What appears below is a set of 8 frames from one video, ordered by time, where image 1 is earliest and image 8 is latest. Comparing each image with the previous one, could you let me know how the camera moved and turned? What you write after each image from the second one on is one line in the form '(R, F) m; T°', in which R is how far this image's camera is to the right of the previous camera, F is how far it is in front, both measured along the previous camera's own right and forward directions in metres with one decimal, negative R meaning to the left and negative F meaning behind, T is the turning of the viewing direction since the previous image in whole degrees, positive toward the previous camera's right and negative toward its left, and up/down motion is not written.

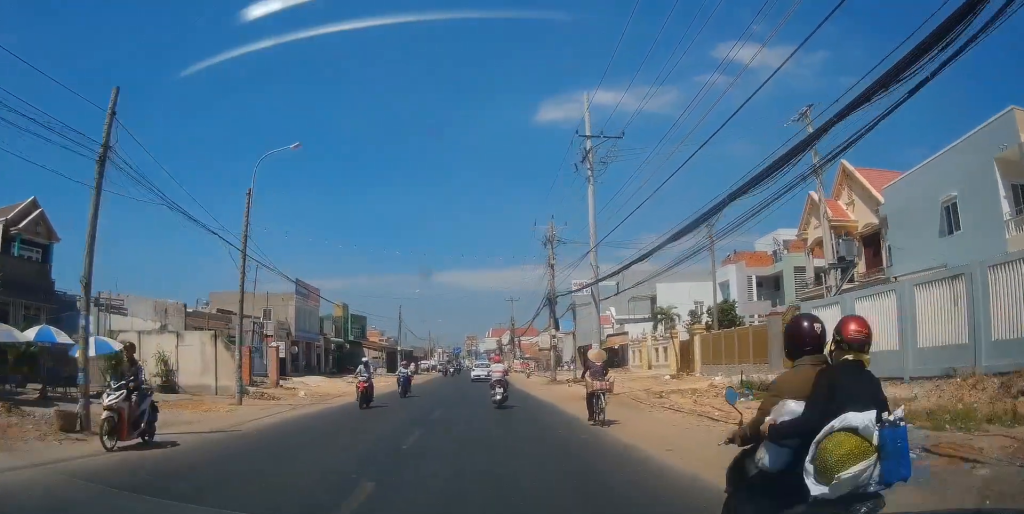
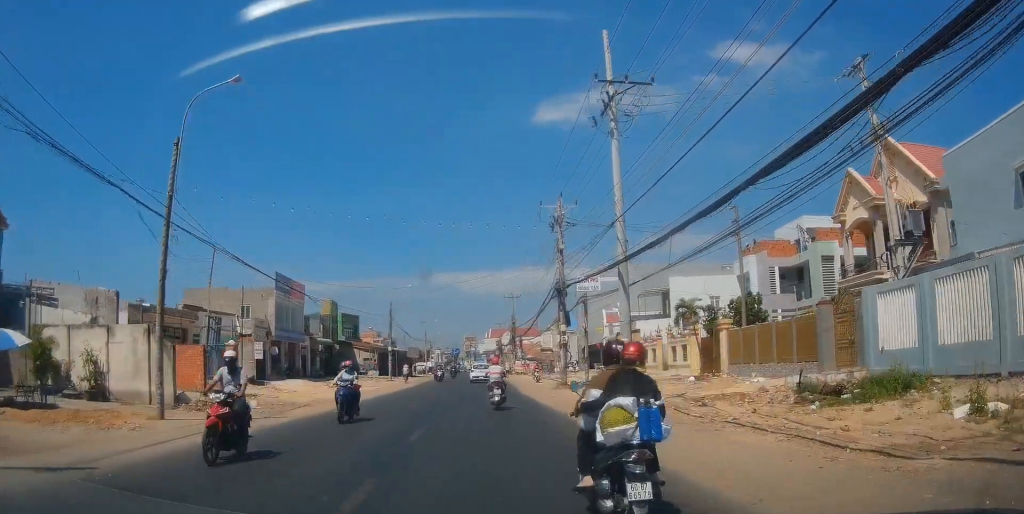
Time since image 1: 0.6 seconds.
(-0.1, +5.6) m; 0°
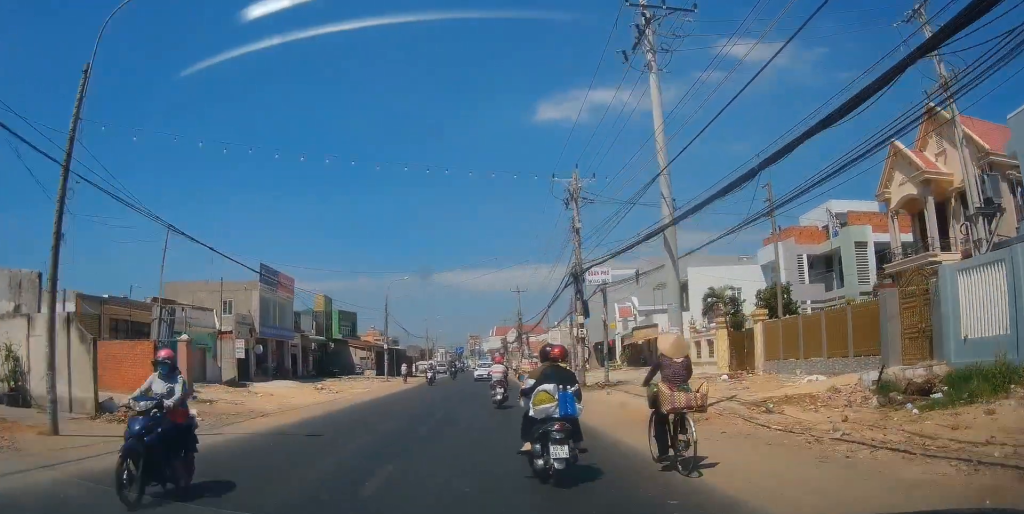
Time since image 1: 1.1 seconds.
(0.0, +4.9) m; 0°
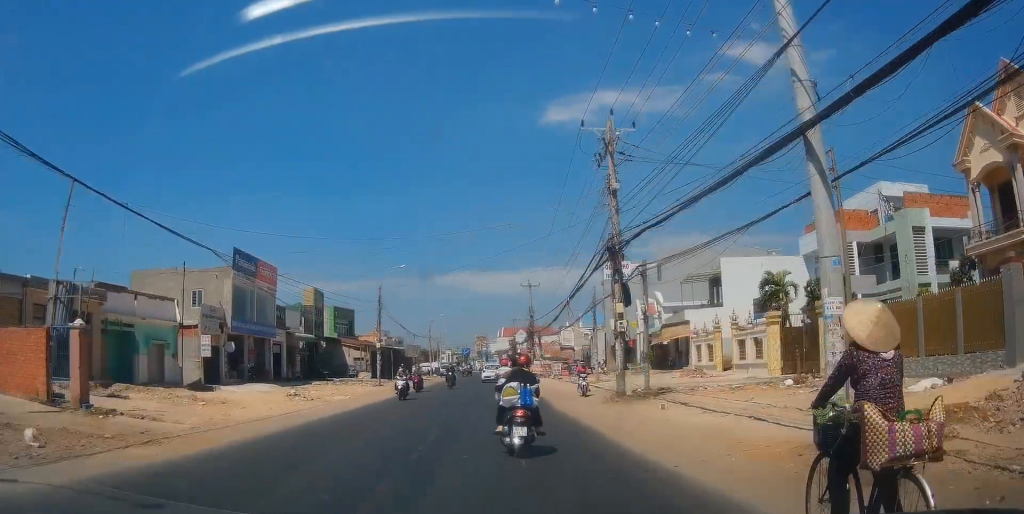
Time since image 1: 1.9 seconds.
(0.0, +7.0) m; 0°
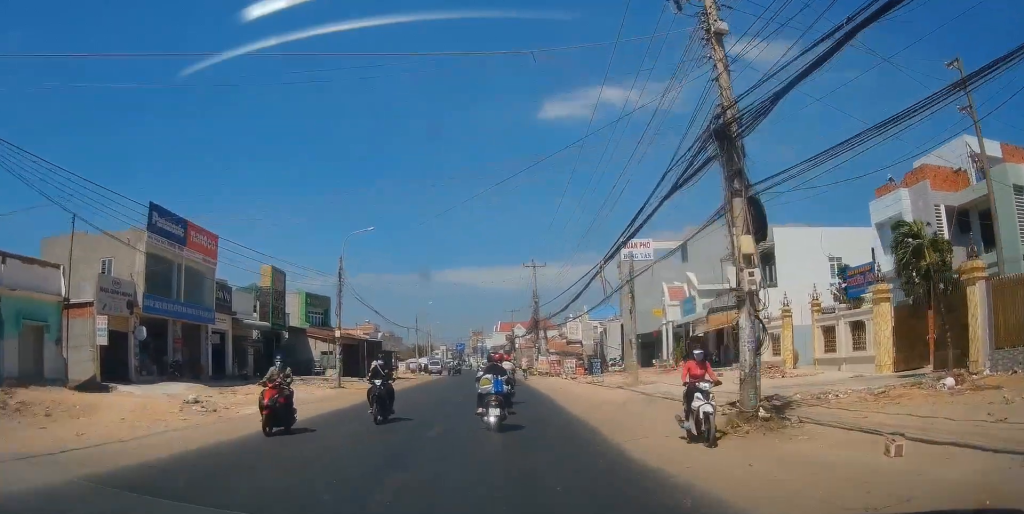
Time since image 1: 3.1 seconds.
(0.0, +10.7) m; +1°
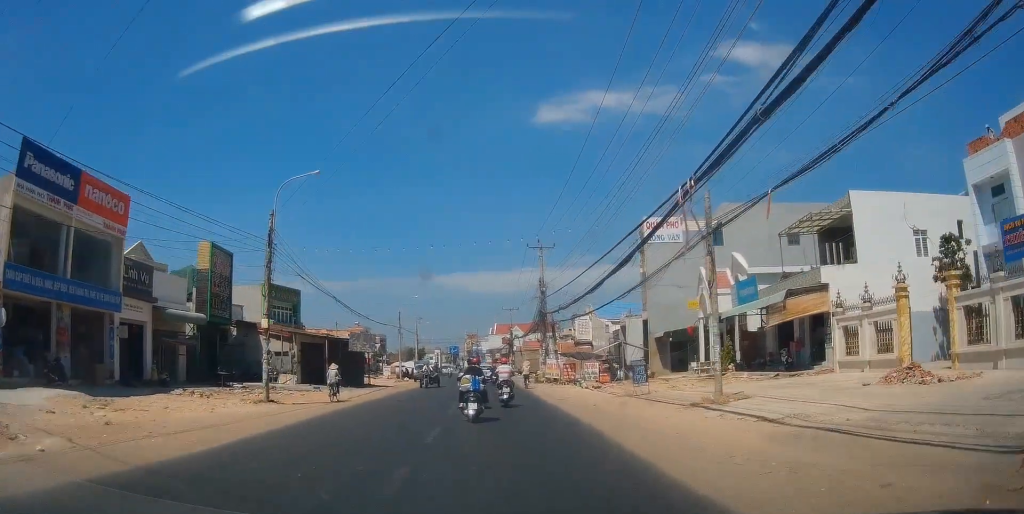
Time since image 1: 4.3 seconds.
(+0.3, +10.6) m; +3°
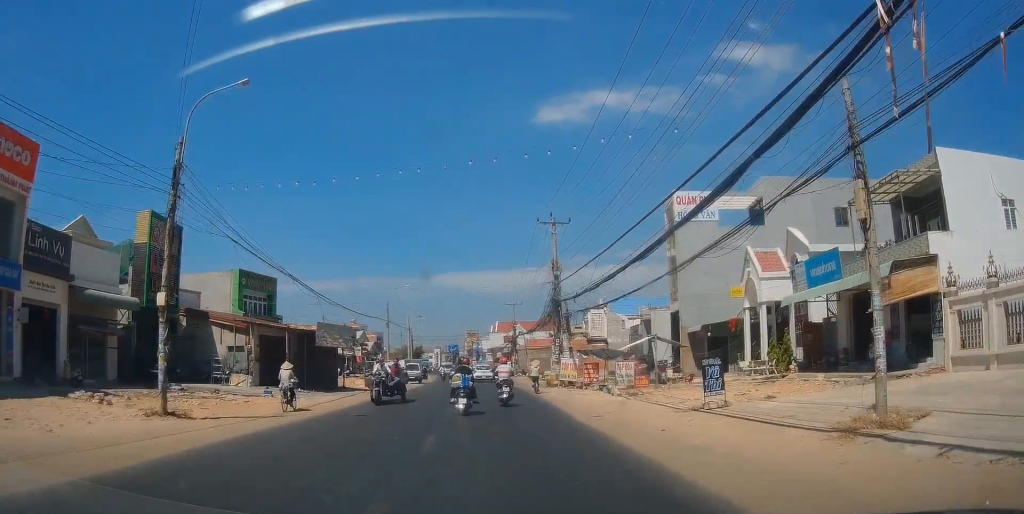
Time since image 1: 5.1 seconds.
(+0.2, +8.0) m; -1°
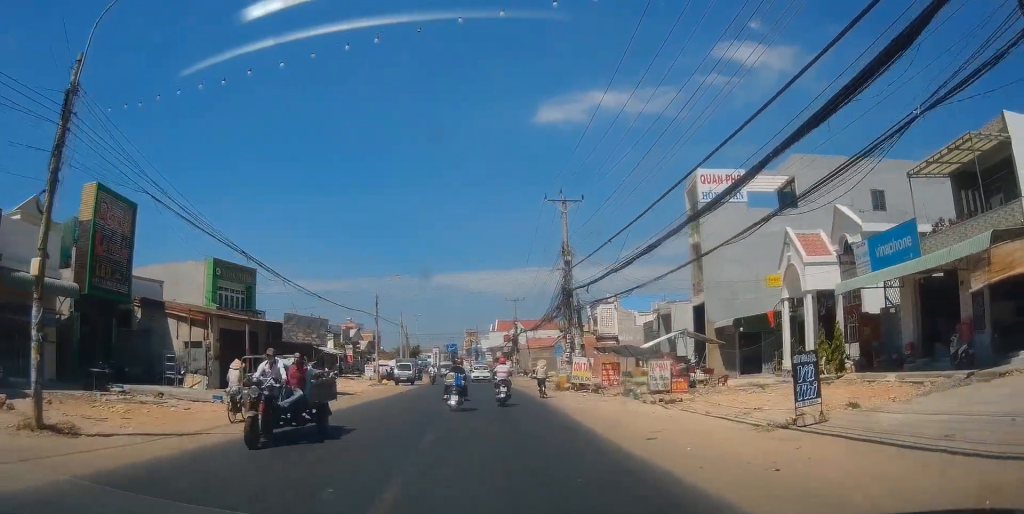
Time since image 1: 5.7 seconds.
(-0.2, +5.3) m; -2°
